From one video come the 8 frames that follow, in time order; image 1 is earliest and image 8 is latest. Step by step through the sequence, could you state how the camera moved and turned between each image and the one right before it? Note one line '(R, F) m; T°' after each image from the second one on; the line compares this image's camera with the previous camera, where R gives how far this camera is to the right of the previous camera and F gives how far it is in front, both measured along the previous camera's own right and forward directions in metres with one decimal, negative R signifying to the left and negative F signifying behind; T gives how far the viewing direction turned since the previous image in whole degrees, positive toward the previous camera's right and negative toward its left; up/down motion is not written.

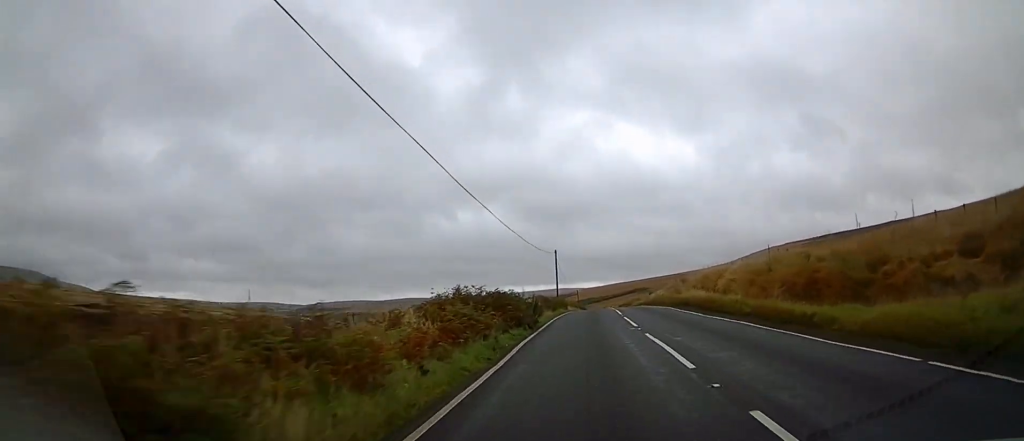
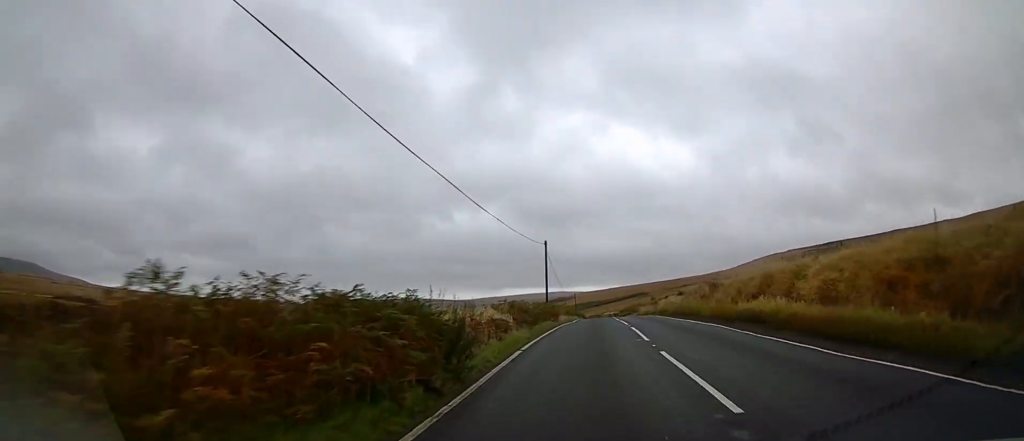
(-0.3, +12.0) m; -1°
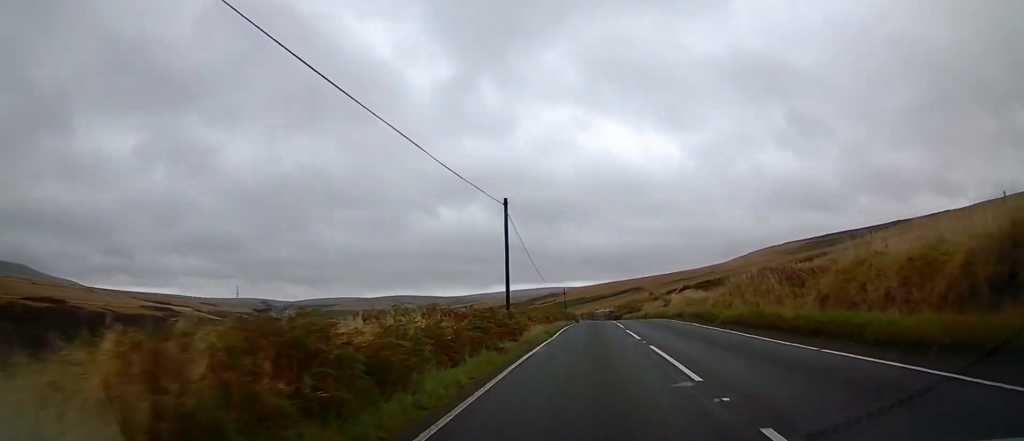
(-0.1, +16.2) m; 0°
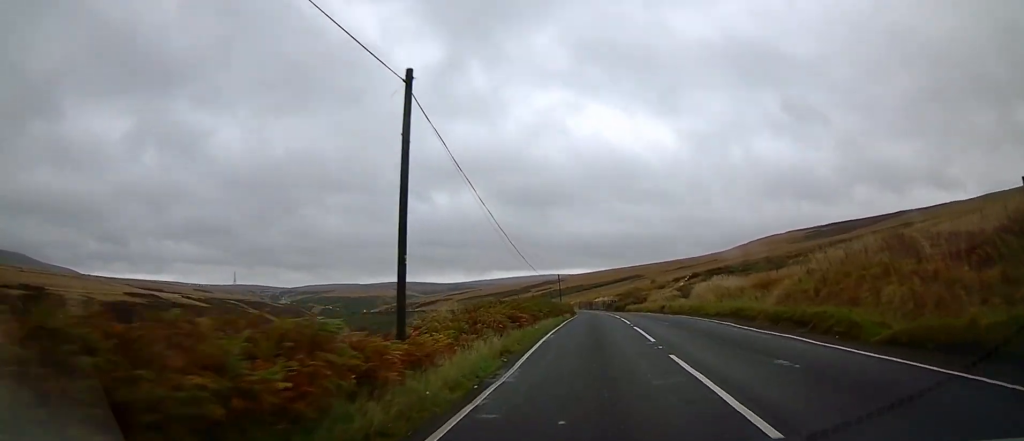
(0.0, +12.6) m; +1°
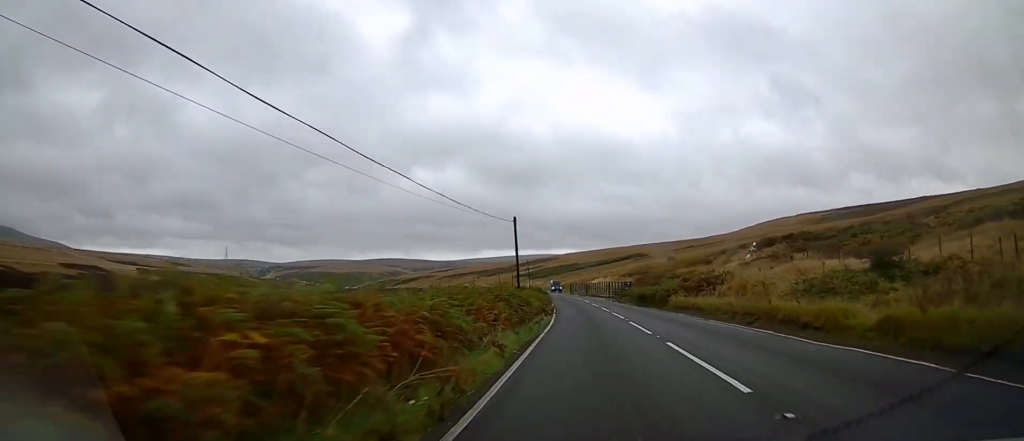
(+0.1, +44.2) m; 0°
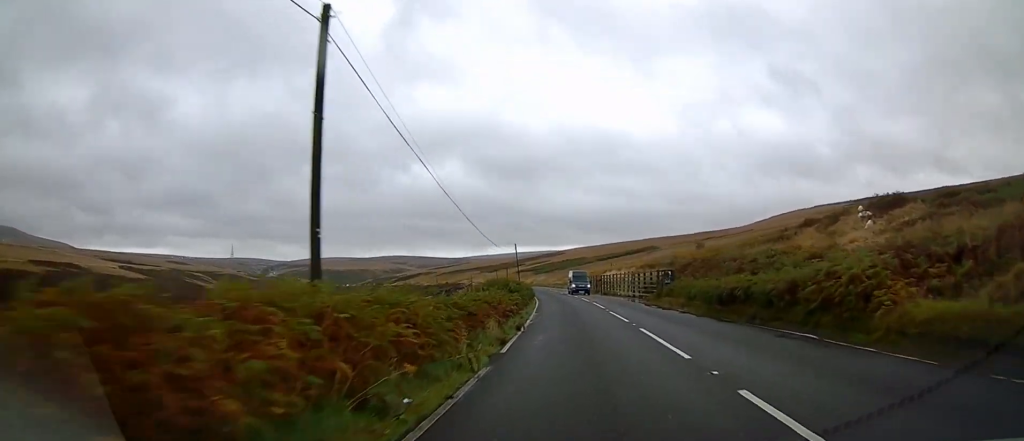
(0.0, +25.1) m; -1°
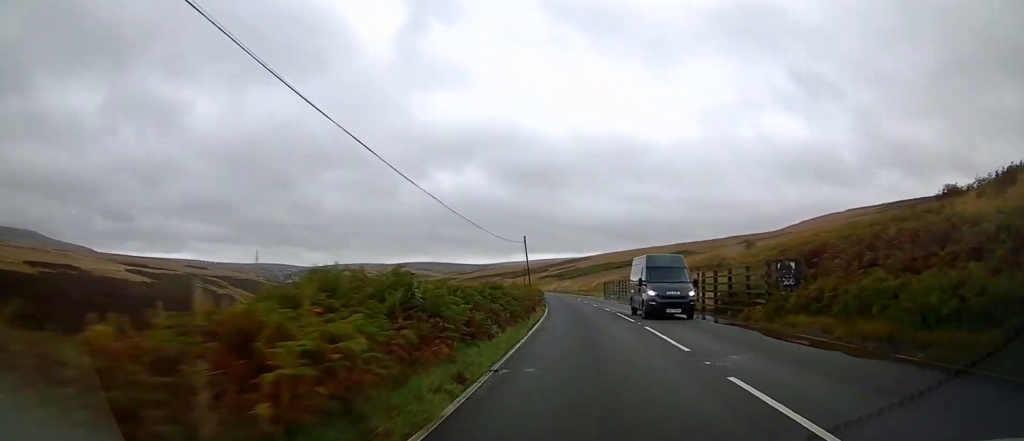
(-0.1, +17.4) m; -1°
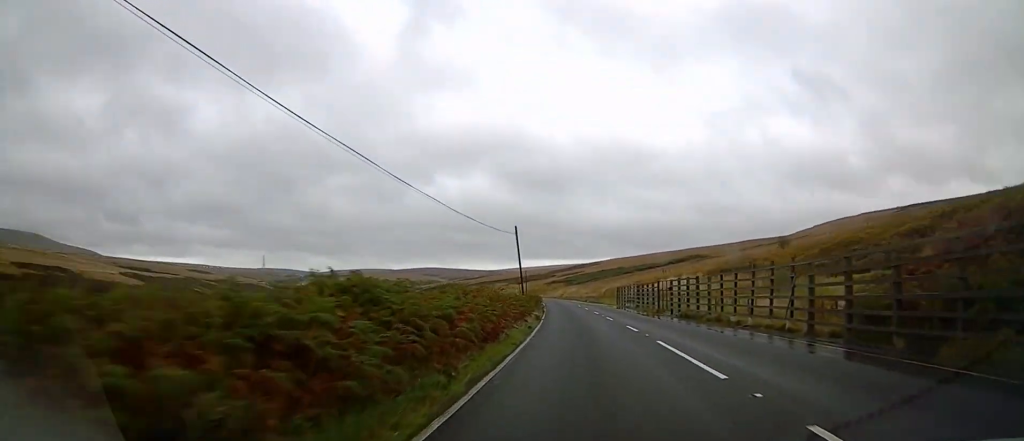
(0.0, +12.0) m; -1°
